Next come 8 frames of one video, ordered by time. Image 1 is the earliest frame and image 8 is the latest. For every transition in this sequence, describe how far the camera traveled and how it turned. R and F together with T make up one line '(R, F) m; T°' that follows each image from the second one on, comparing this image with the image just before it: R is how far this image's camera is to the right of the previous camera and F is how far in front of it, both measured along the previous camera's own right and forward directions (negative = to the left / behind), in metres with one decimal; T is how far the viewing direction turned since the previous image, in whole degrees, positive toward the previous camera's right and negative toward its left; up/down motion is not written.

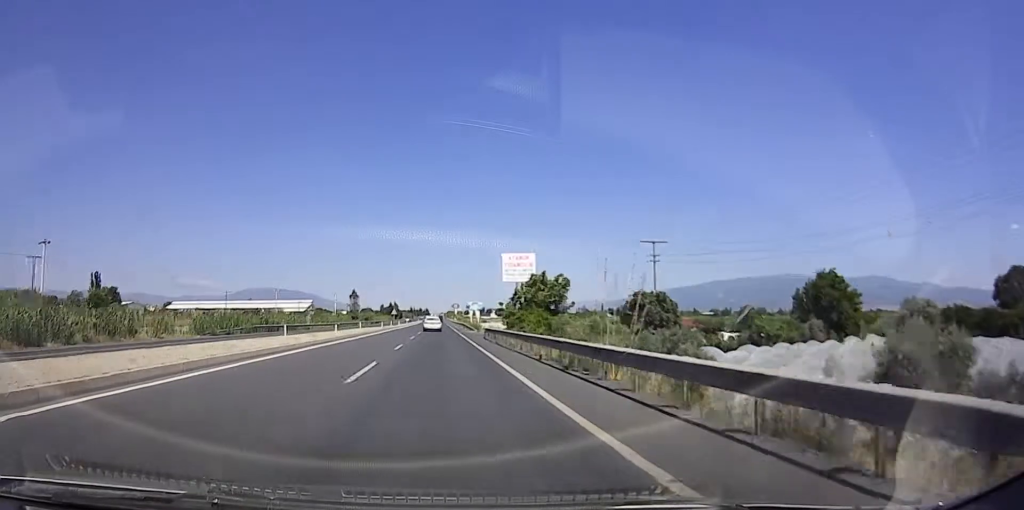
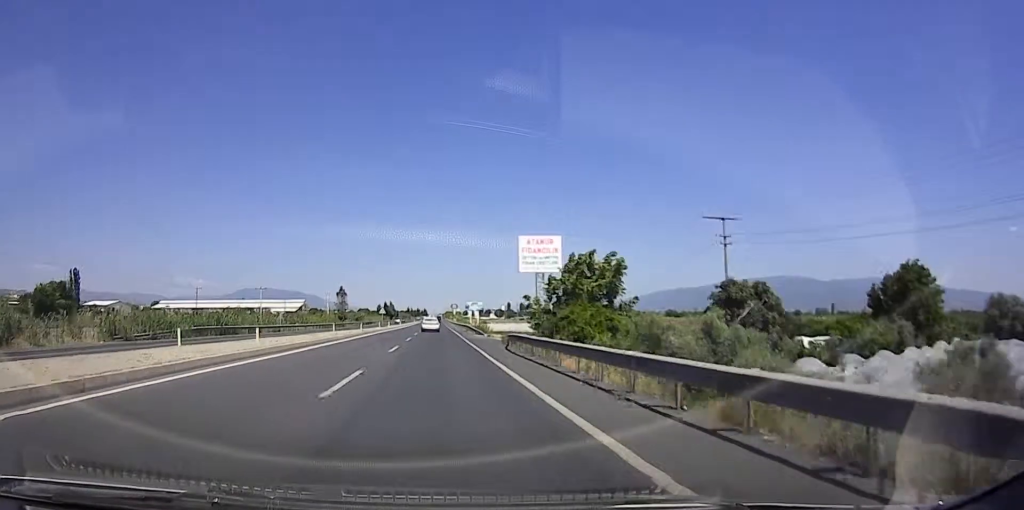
(0.0, +13.7) m; +1°
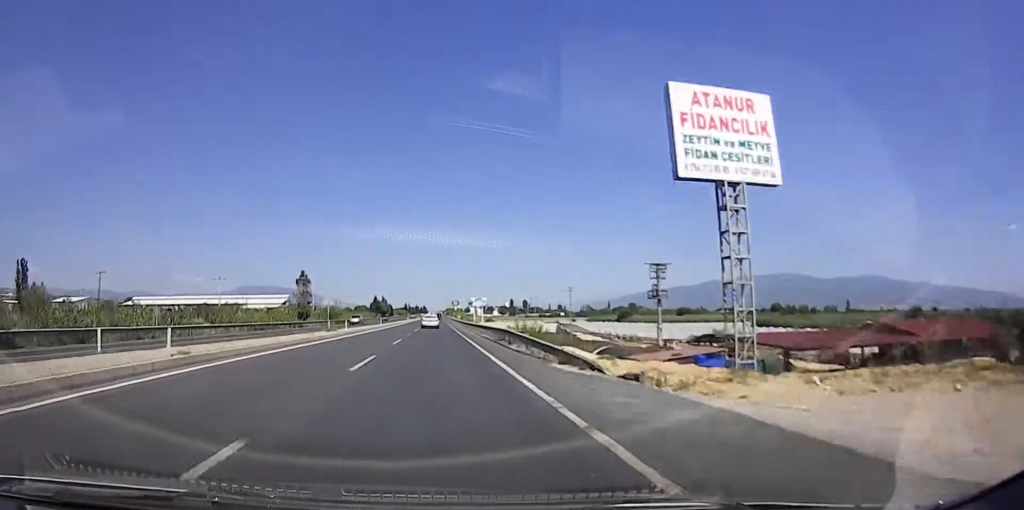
(+0.9, +32.3) m; +3°
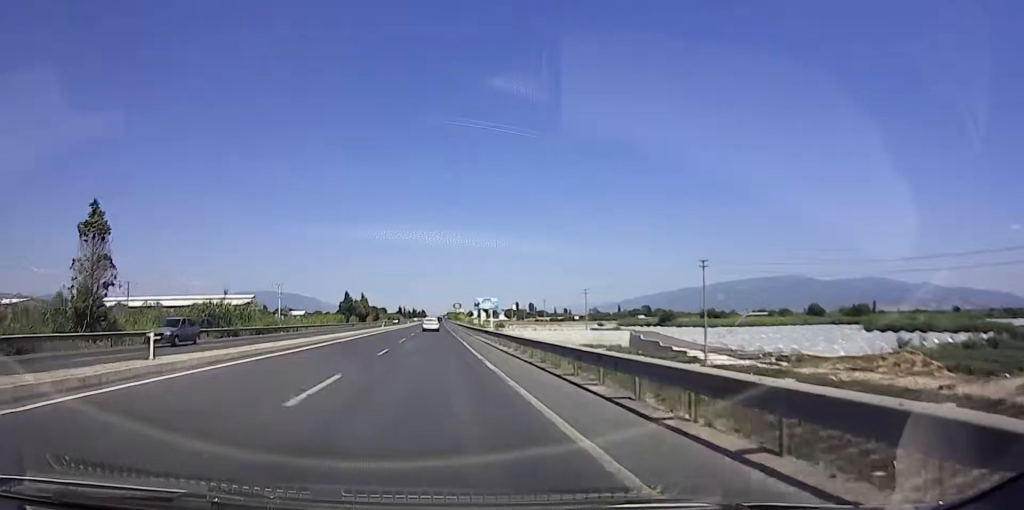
(-0.6, +53.9) m; -2°
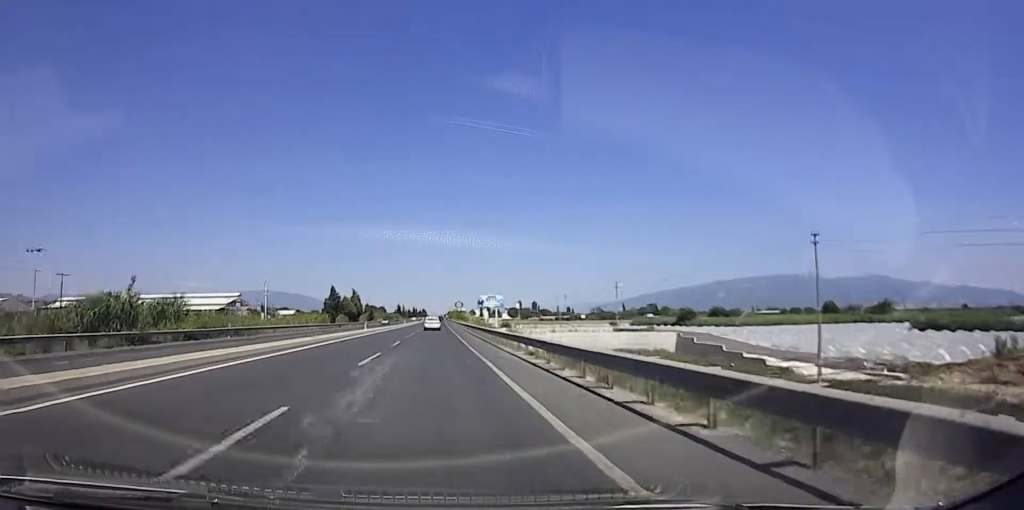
(0.0, +17.3) m; 0°
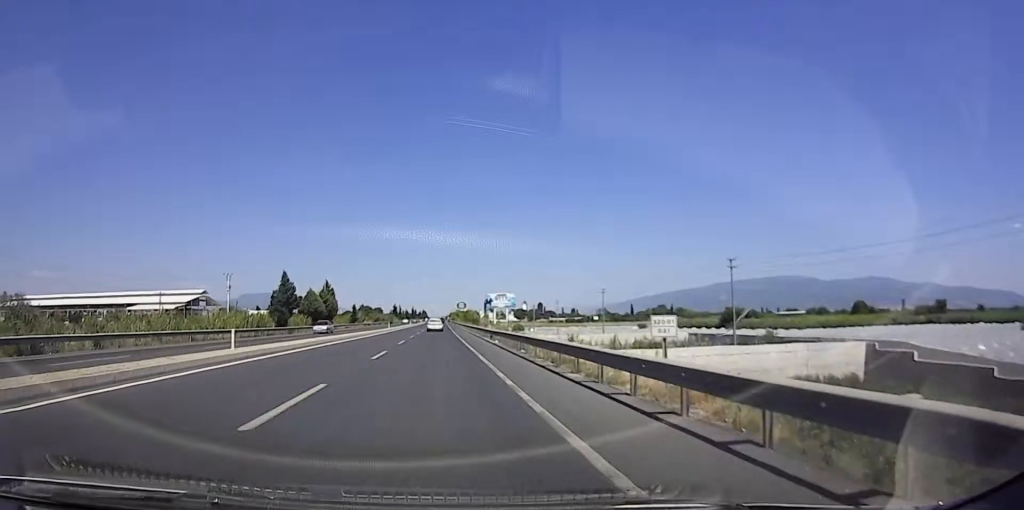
(0.0, +34.5) m; 0°
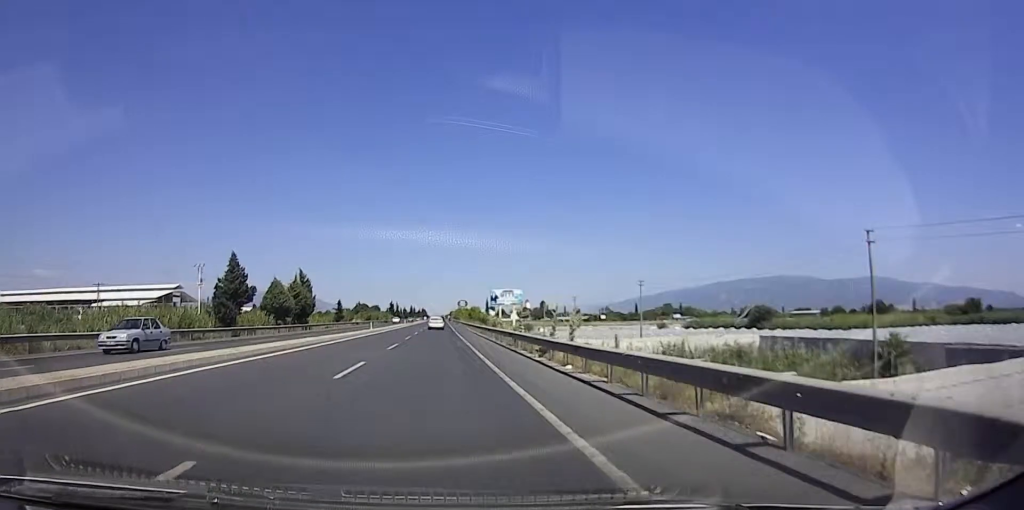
(0.0, +19.0) m; 0°
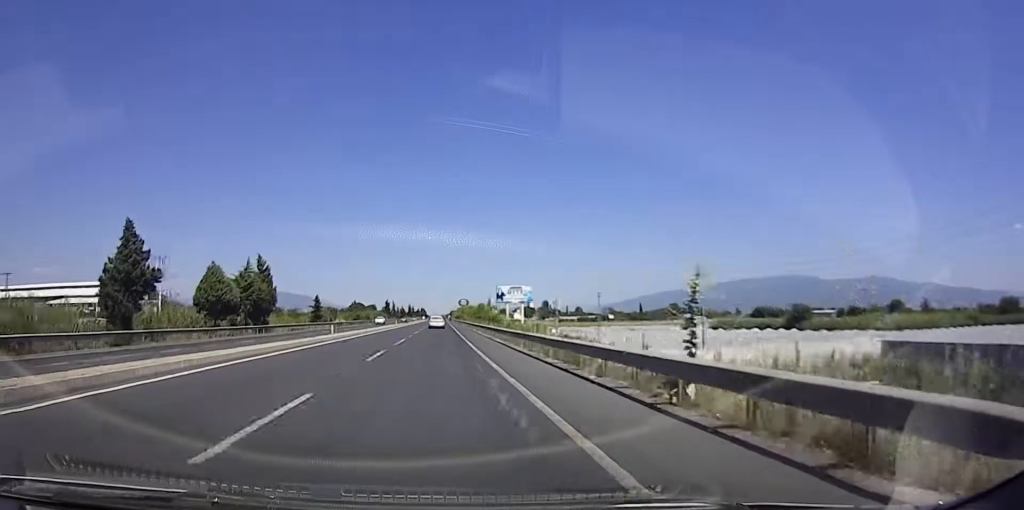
(0.0, +19.8) m; 0°
